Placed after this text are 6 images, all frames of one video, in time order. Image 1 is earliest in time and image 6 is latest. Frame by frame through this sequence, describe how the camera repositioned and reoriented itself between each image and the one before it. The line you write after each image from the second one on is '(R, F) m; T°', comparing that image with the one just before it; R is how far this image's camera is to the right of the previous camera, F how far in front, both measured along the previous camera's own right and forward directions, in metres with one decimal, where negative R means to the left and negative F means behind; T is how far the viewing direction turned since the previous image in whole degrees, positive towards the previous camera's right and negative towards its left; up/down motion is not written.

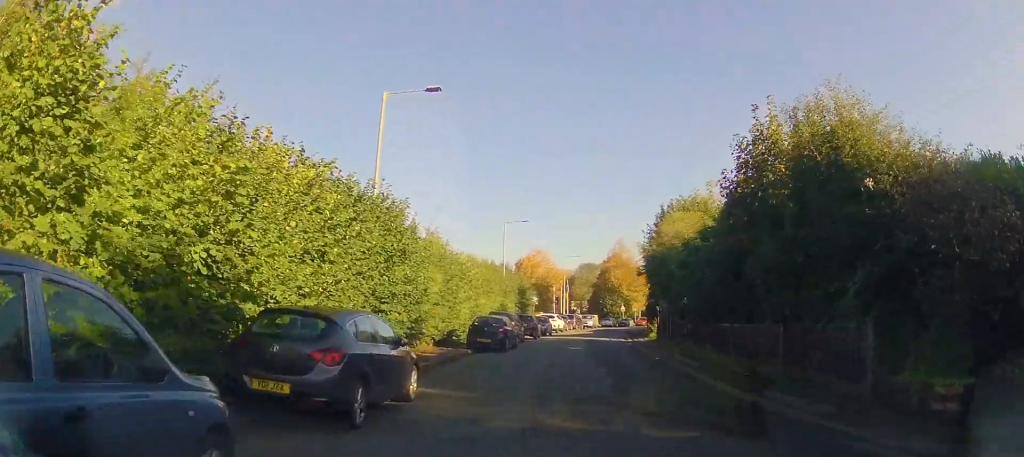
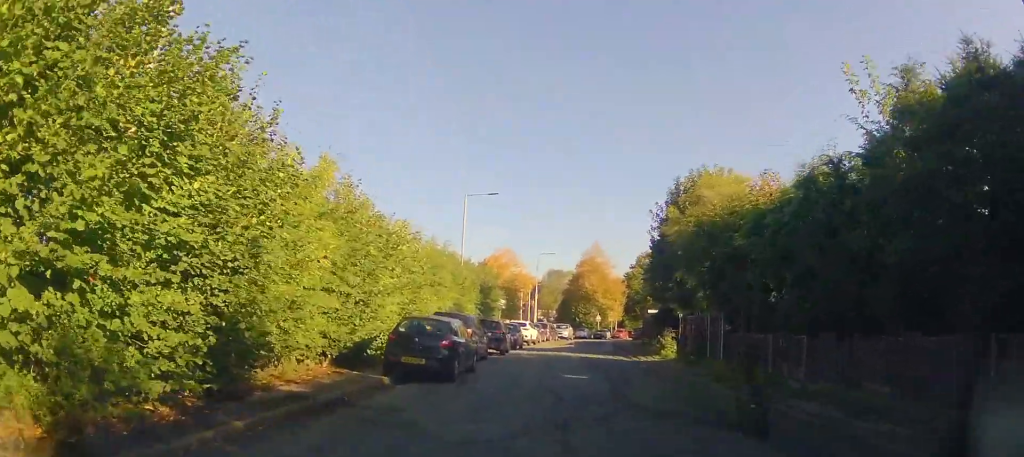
(+0.1, +9.9) m; +3°
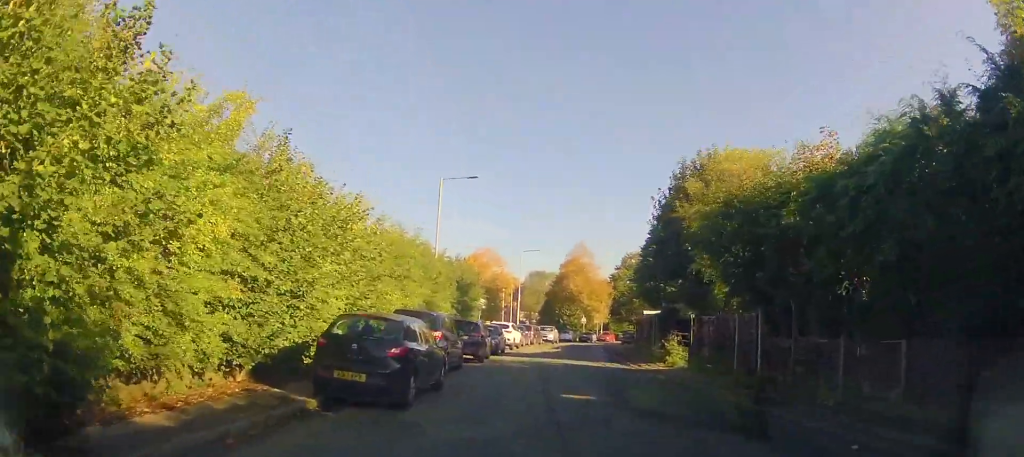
(+0.1, +3.7) m; +1°
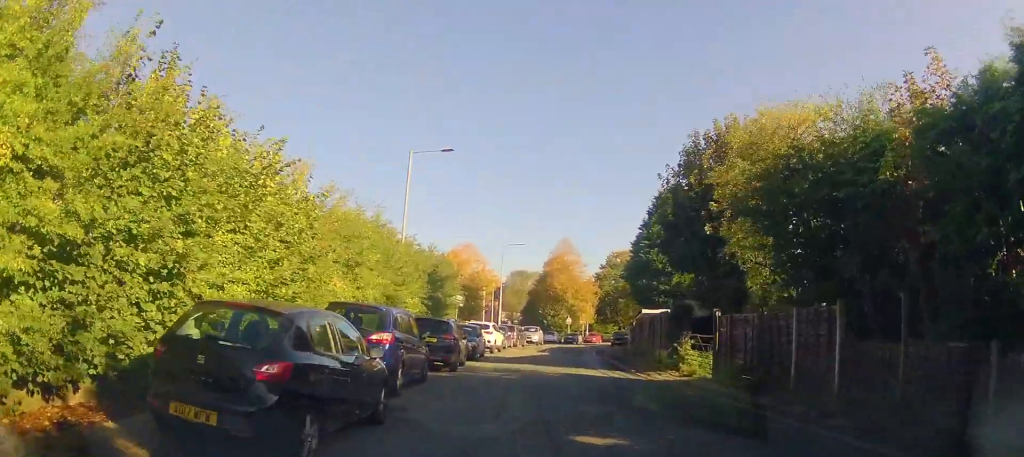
(0.0, +4.0) m; +1°
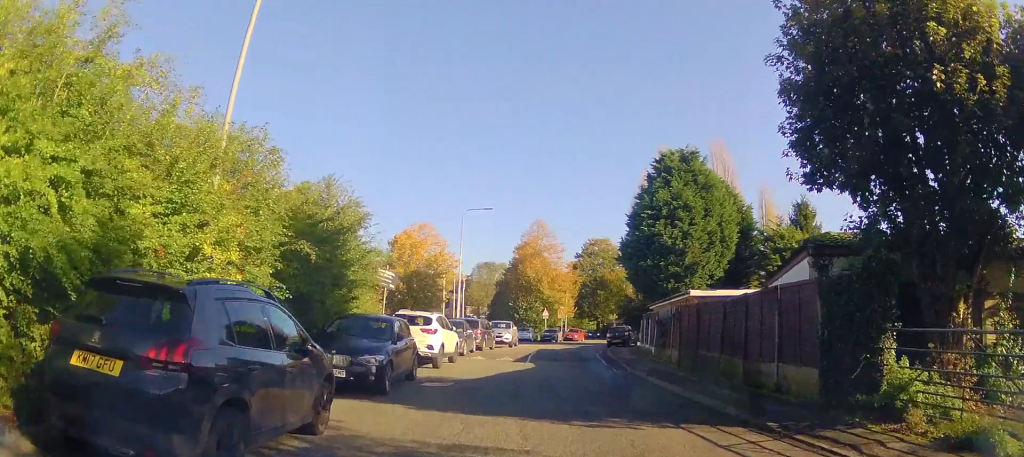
(+0.2, +12.7) m; +1°
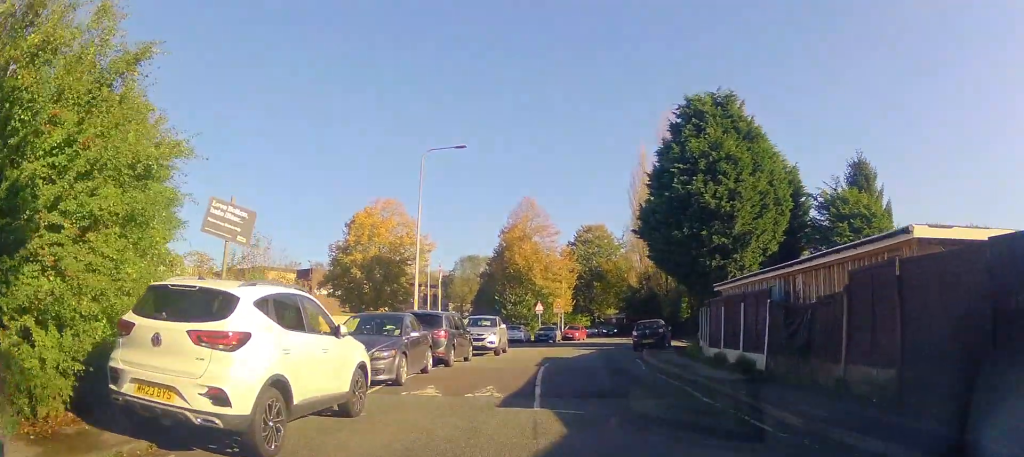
(+0.5, +11.6) m; +4°
